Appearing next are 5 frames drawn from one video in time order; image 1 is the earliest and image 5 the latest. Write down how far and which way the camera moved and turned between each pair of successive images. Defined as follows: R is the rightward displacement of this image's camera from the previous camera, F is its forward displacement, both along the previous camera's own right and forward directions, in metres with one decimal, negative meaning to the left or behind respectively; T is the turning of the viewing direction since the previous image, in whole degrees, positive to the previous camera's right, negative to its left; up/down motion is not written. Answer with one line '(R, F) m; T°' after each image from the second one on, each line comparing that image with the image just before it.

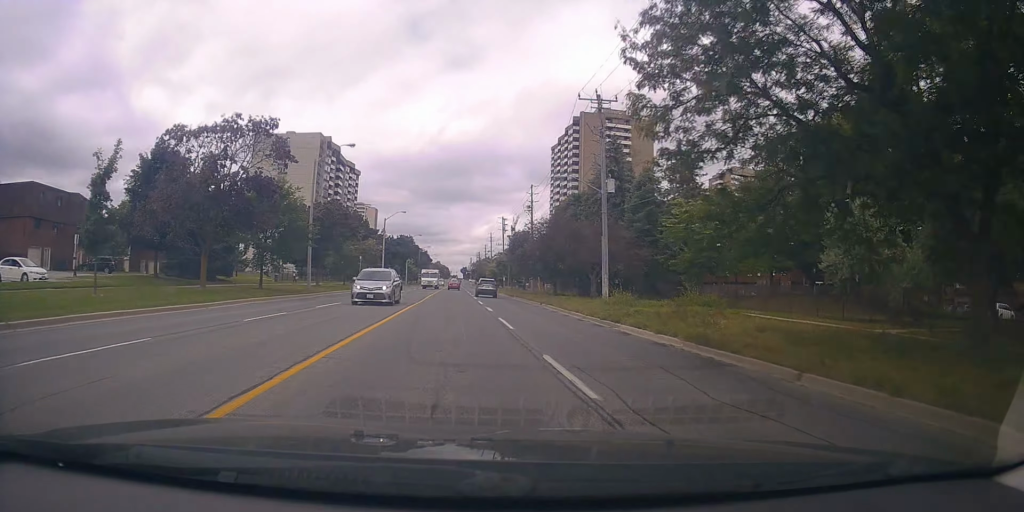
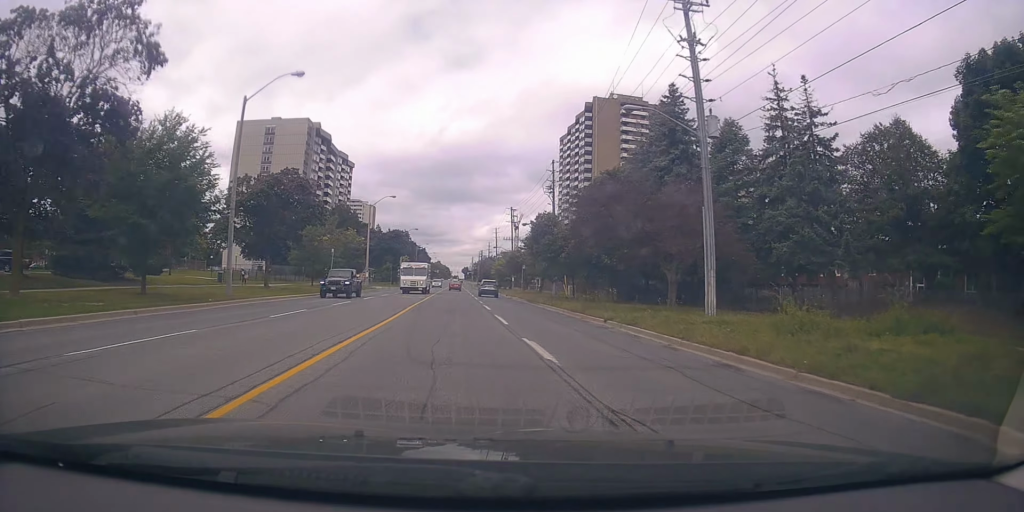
(-0.2, +16.2) m; +1°
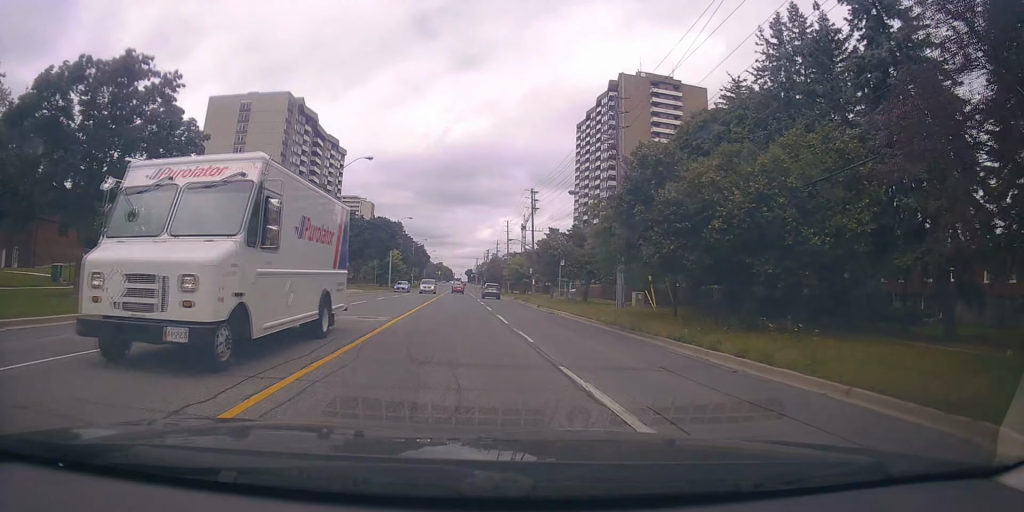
(0.0, +22.7) m; -2°
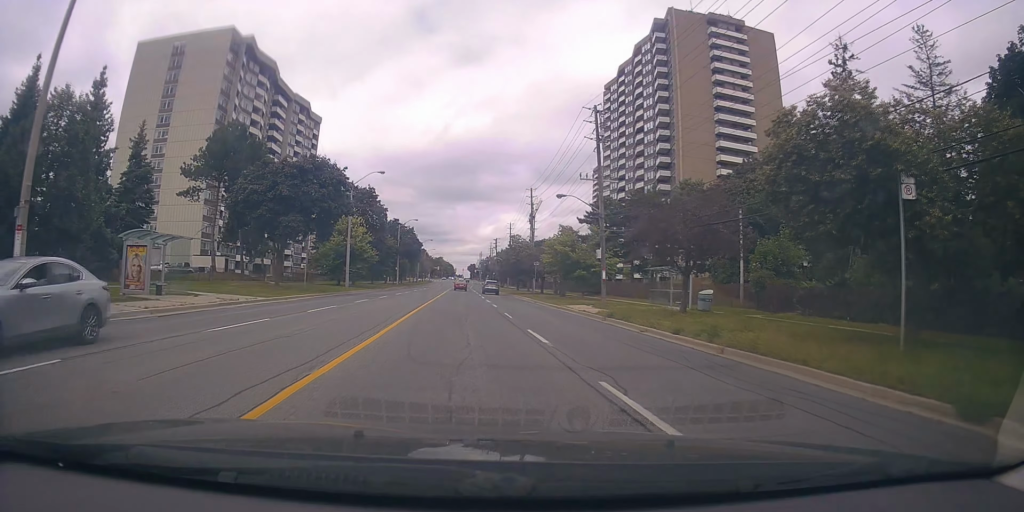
(+0.6, +36.2) m; +1°
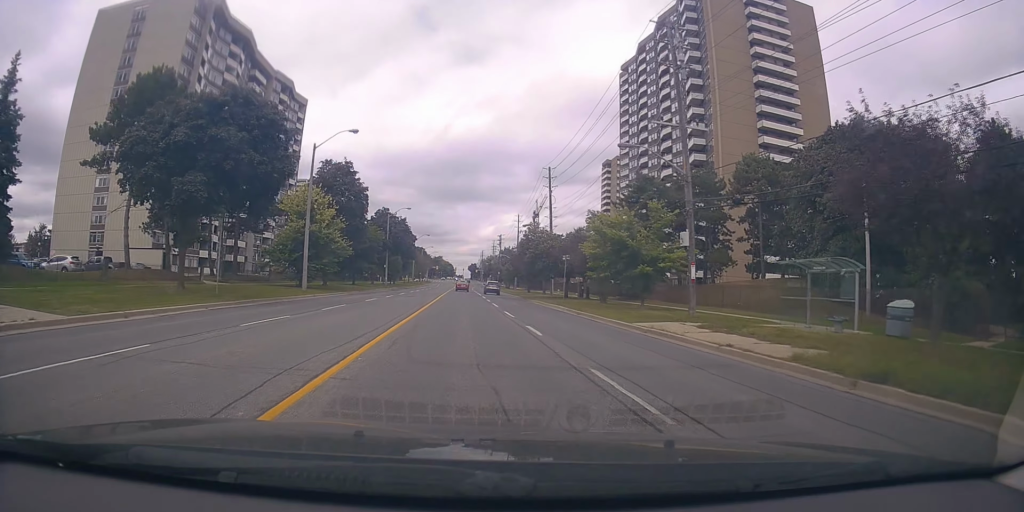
(+0.1, +15.7) m; 0°
